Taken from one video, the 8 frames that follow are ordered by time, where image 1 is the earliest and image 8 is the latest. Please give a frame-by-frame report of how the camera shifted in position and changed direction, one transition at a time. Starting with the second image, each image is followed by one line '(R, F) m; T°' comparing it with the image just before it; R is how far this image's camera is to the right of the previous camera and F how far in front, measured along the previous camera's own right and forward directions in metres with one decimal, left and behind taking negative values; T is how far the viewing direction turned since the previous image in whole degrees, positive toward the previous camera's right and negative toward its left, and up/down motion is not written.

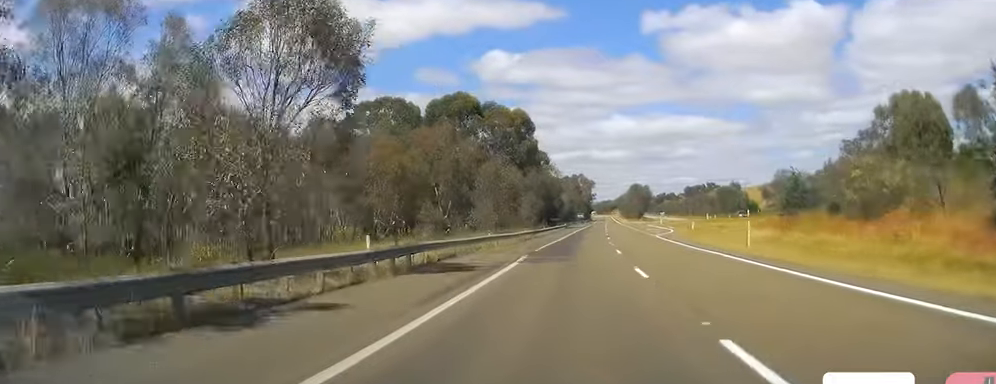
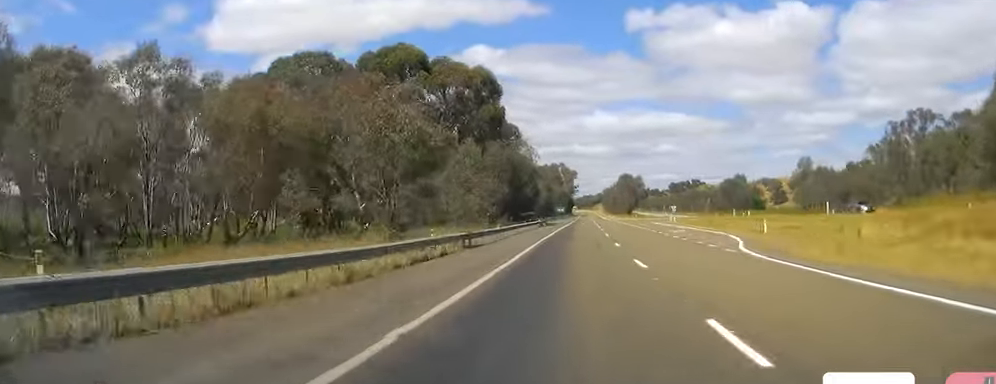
(-0.1, +35.0) m; +1°
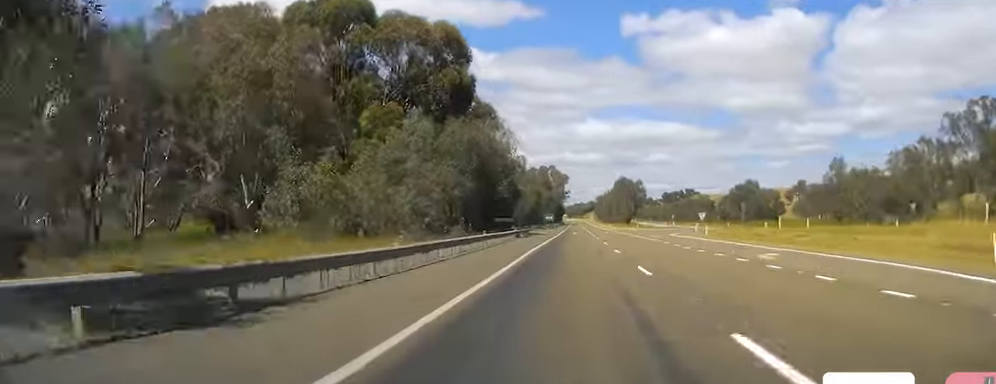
(+0.4, +25.2) m; +2°
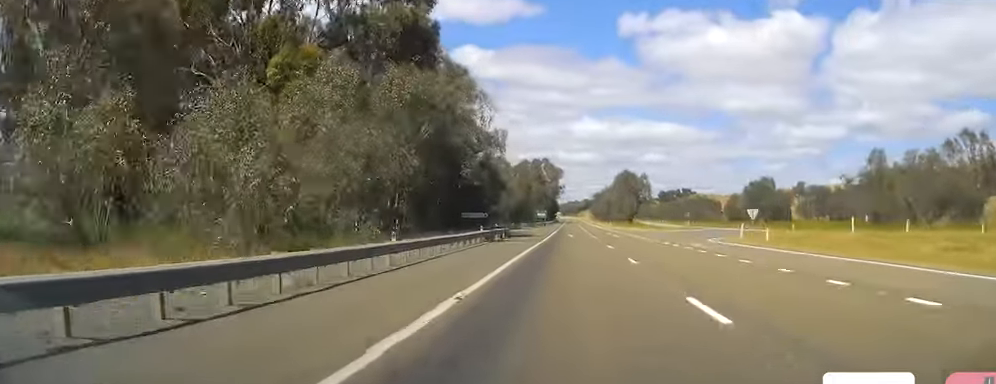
(+0.3, +20.4) m; +1°
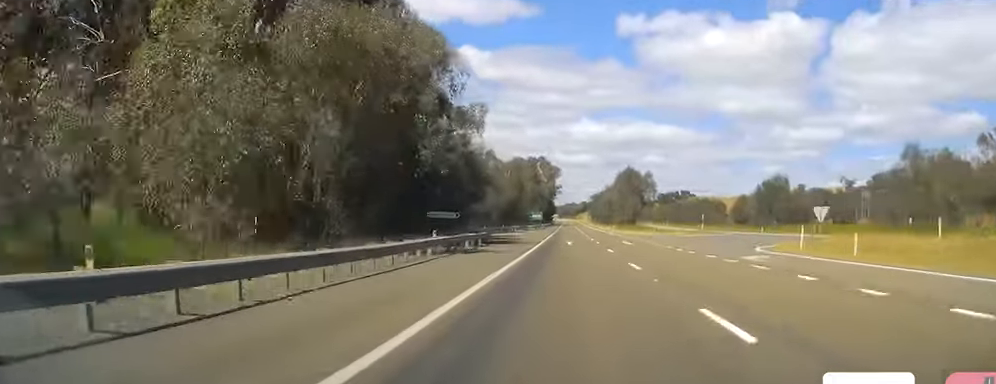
(+0.2, +13.5) m; 0°
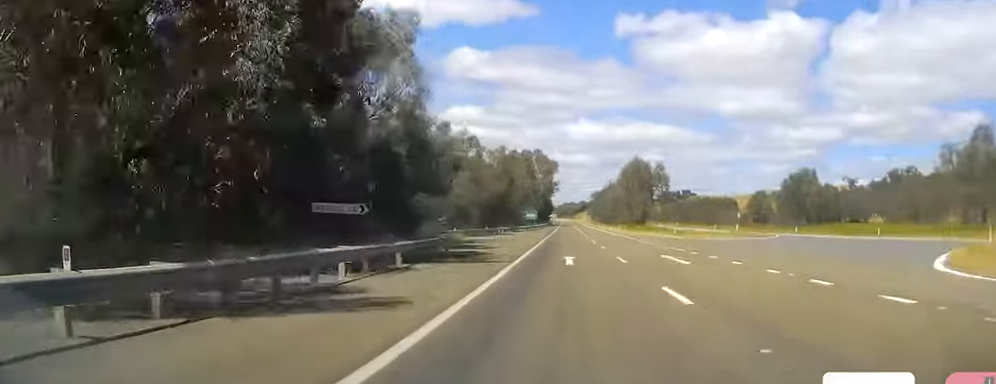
(0.0, +20.4) m; 0°
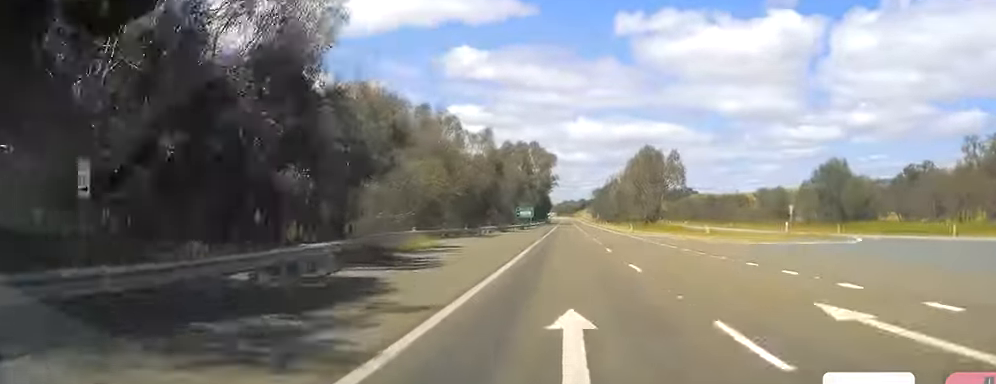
(-0.3, +17.5) m; 0°
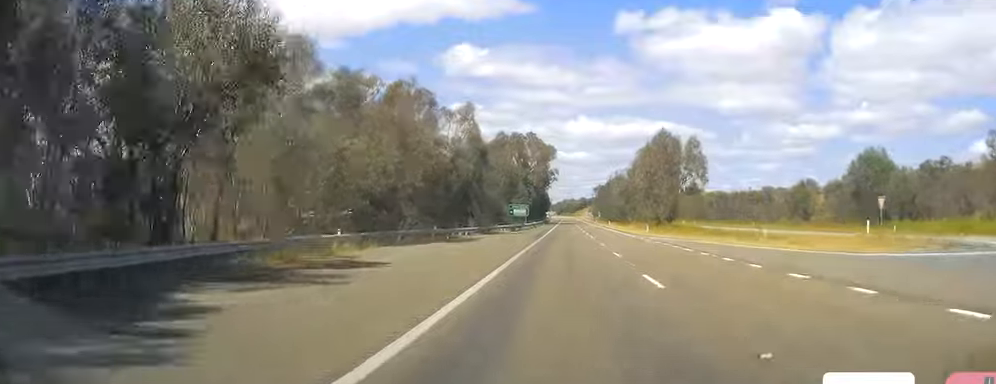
(+0.3, +16.5) m; 0°
